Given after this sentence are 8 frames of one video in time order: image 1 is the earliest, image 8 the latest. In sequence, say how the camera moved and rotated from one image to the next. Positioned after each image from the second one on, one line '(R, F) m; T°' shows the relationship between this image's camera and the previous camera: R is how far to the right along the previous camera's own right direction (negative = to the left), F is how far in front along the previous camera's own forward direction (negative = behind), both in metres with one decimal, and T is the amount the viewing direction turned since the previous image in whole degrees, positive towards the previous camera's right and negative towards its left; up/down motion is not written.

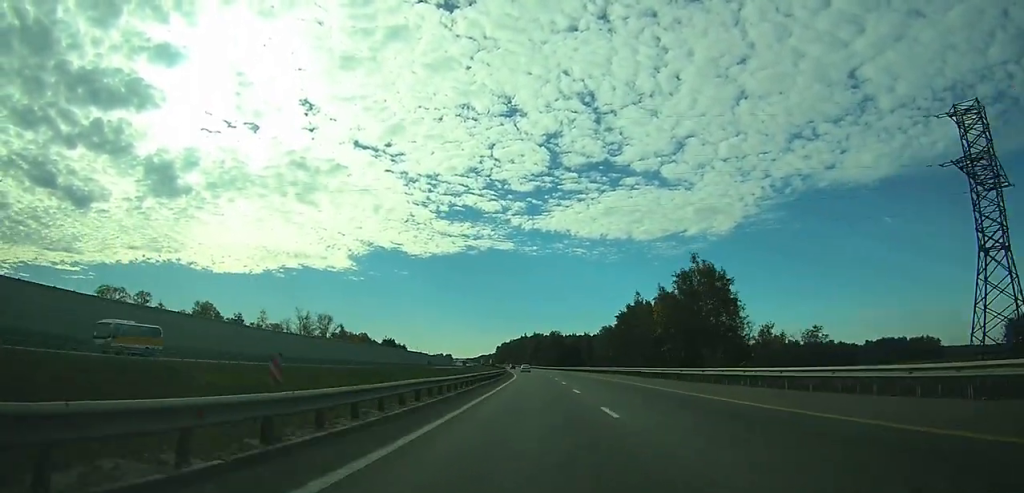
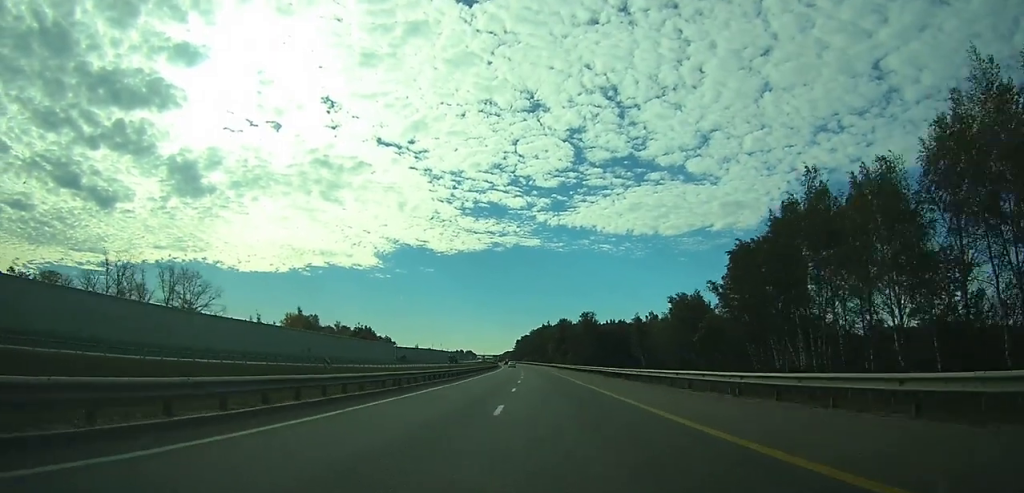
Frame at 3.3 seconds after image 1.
(-1.6, +94.1) m; -2°
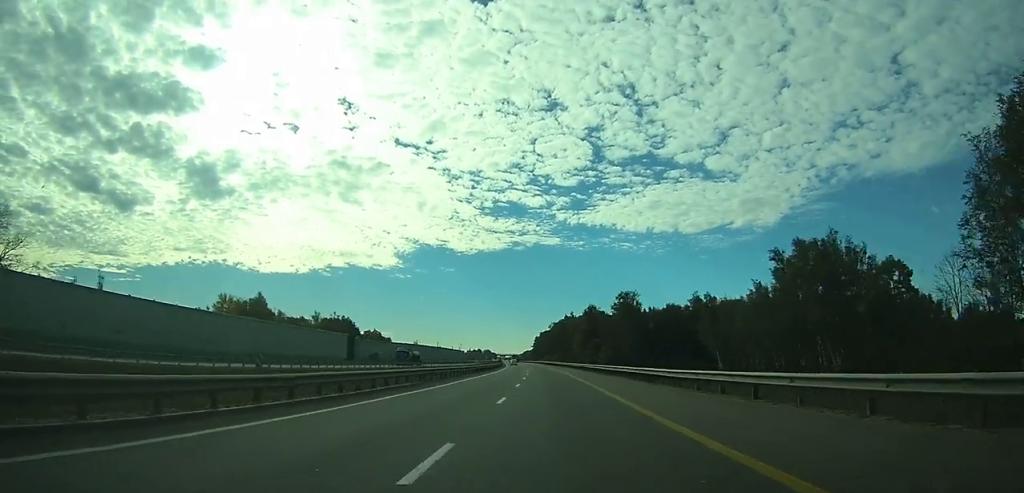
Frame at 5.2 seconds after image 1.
(-1.0, +55.4) m; -2°
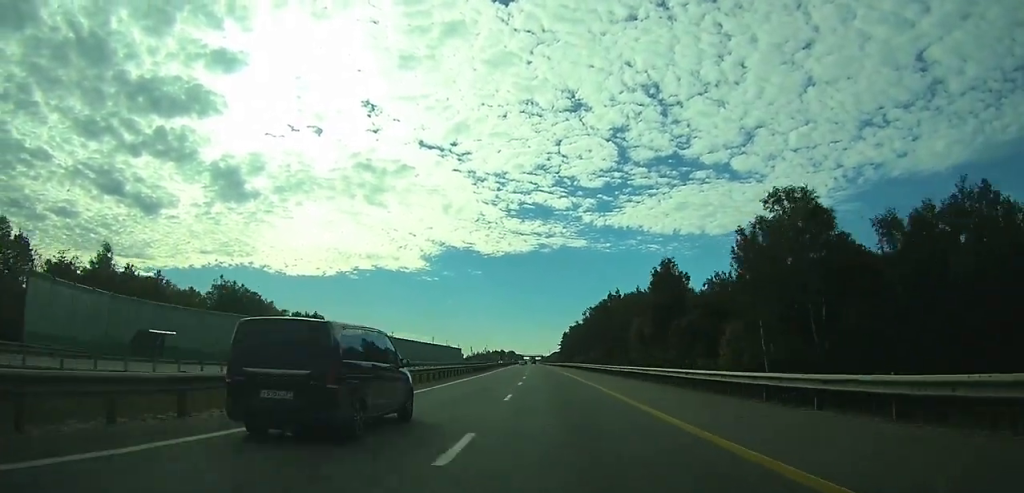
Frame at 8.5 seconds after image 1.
(-2.7, +91.9) m; -3°
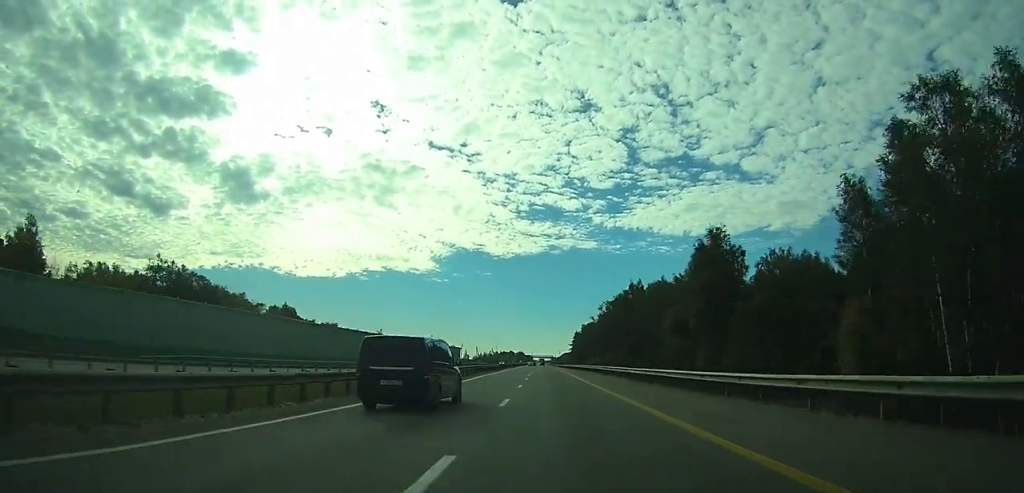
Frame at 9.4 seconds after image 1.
(-0.3, +25.5) m; -1°
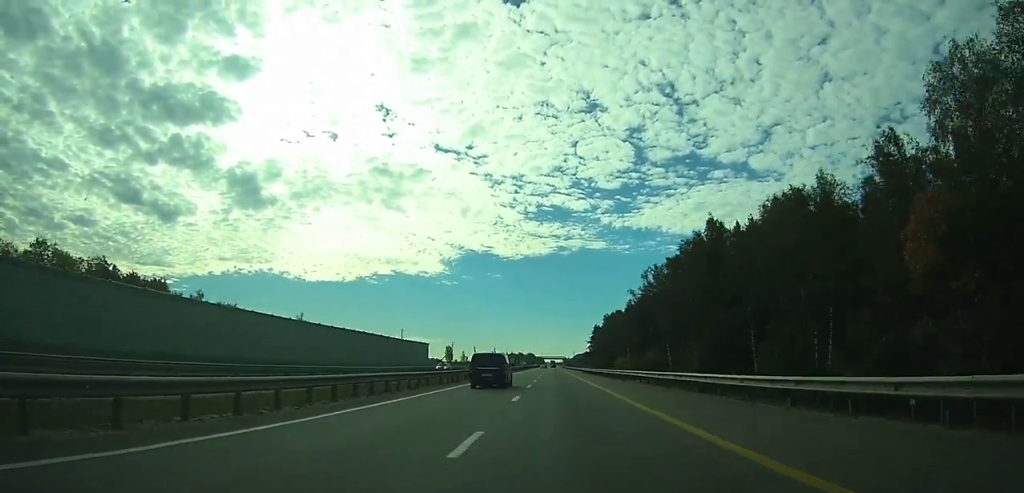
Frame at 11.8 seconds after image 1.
(-0.9, +64.3) m; -1°
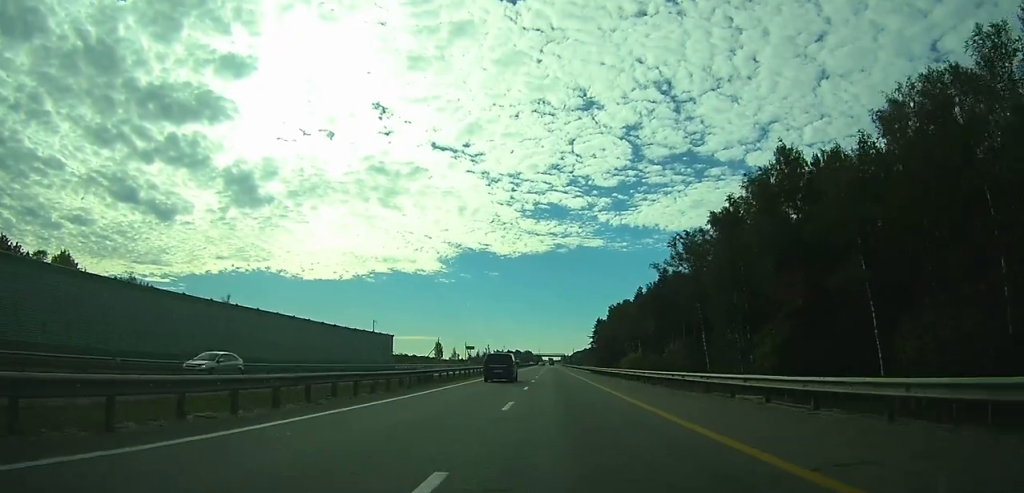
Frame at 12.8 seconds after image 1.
(-0.1, +26.7) m; 0°
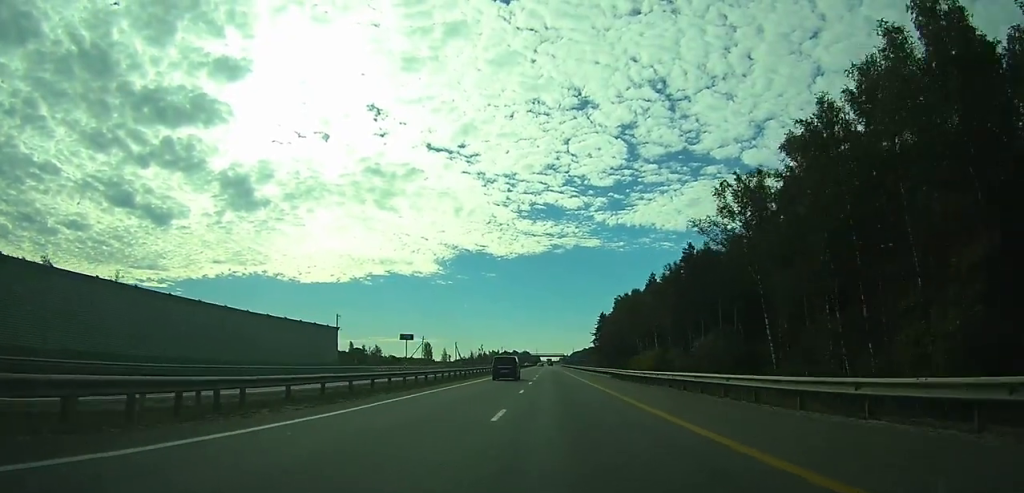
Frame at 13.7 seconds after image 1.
(-0.1, +25.0) m; 0°
